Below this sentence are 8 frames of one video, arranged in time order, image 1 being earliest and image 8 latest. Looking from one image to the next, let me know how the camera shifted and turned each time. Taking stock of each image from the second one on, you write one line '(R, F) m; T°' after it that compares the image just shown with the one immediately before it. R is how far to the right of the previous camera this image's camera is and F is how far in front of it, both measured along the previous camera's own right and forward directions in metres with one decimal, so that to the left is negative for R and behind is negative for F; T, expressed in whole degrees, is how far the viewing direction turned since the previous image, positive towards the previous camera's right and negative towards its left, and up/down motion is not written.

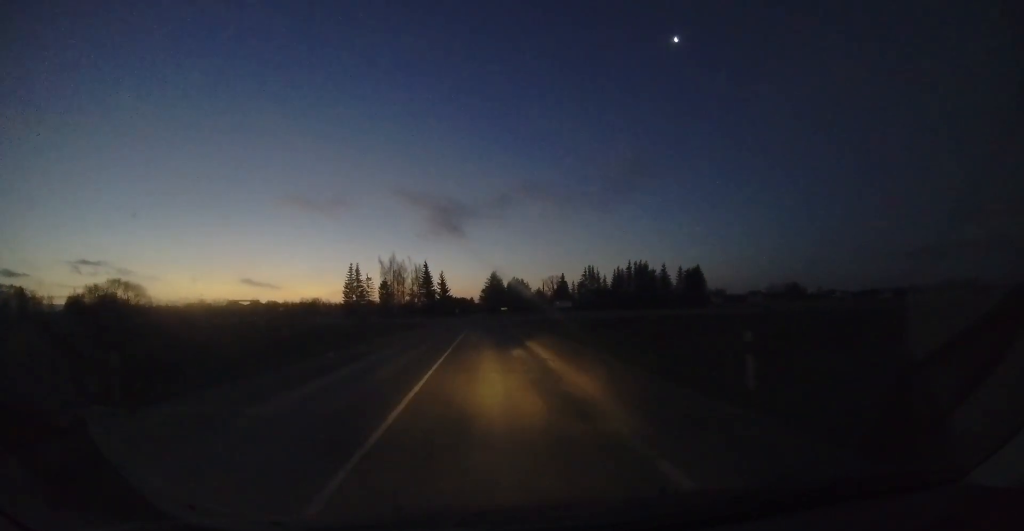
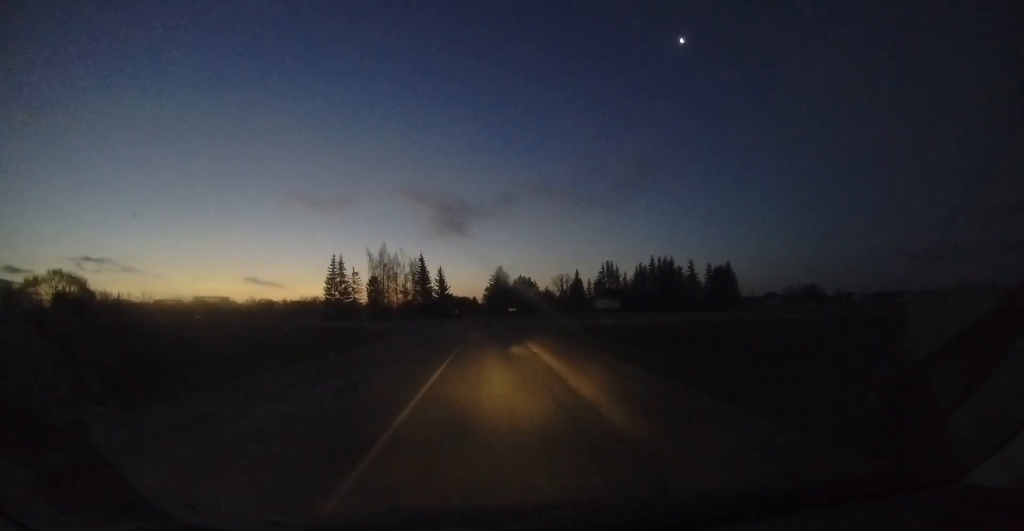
(-0.1, +12.7) m; -2°
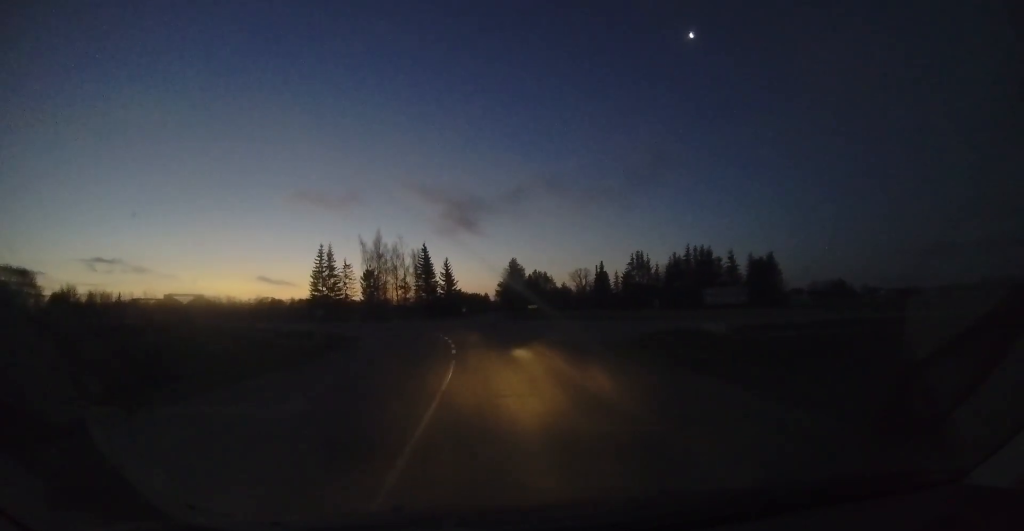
(-0.1, +11.6) m; -4°
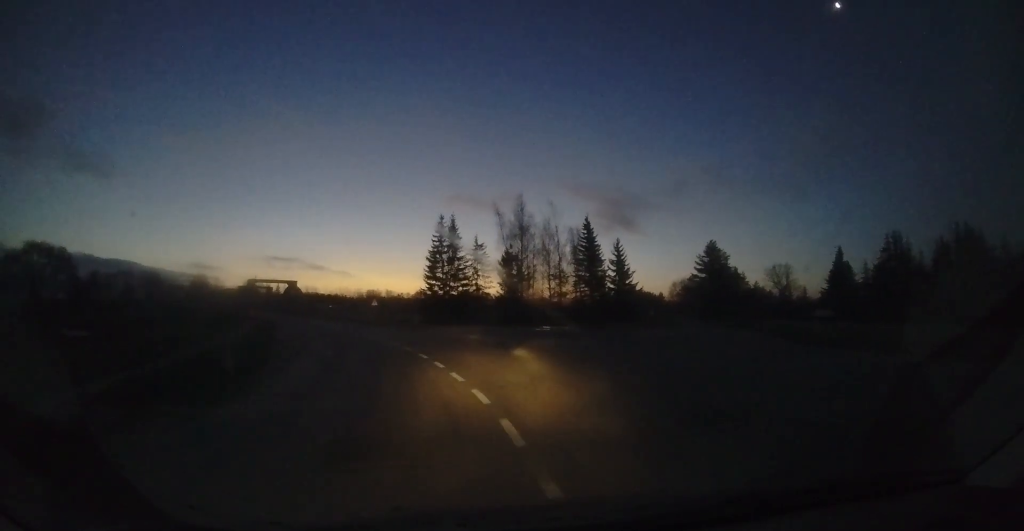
(-4.4, +23.6) m; -28°
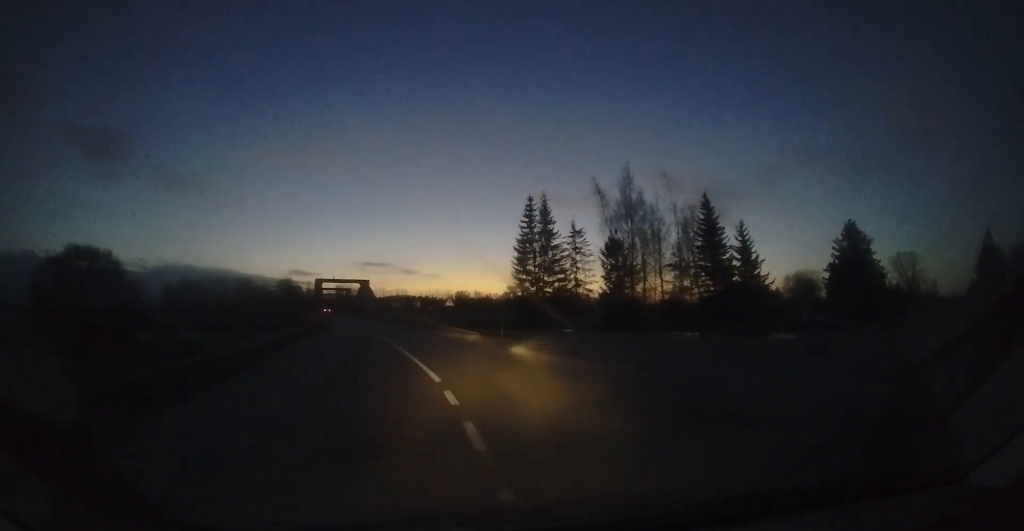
(-1.4, +9.0) m; -16°
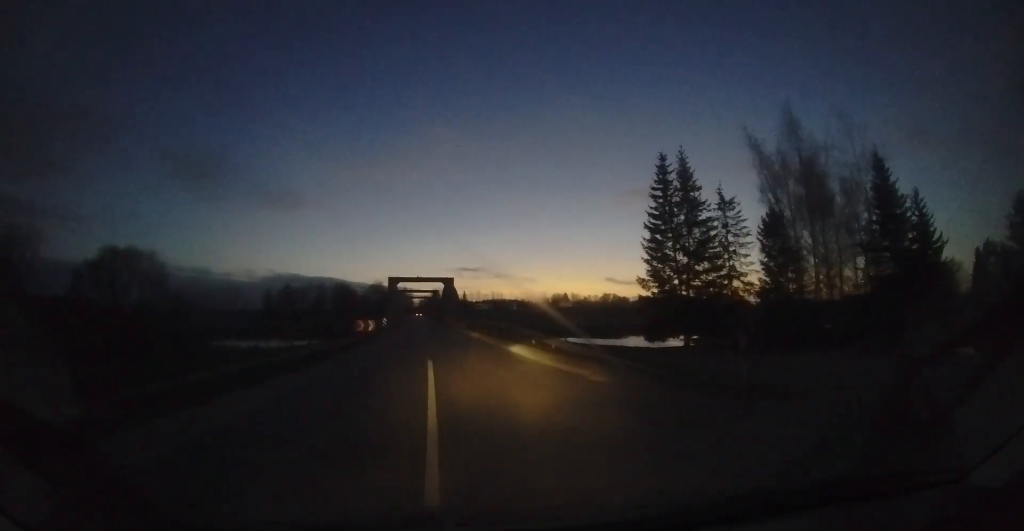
(-1.3, +10.6) m; -14°
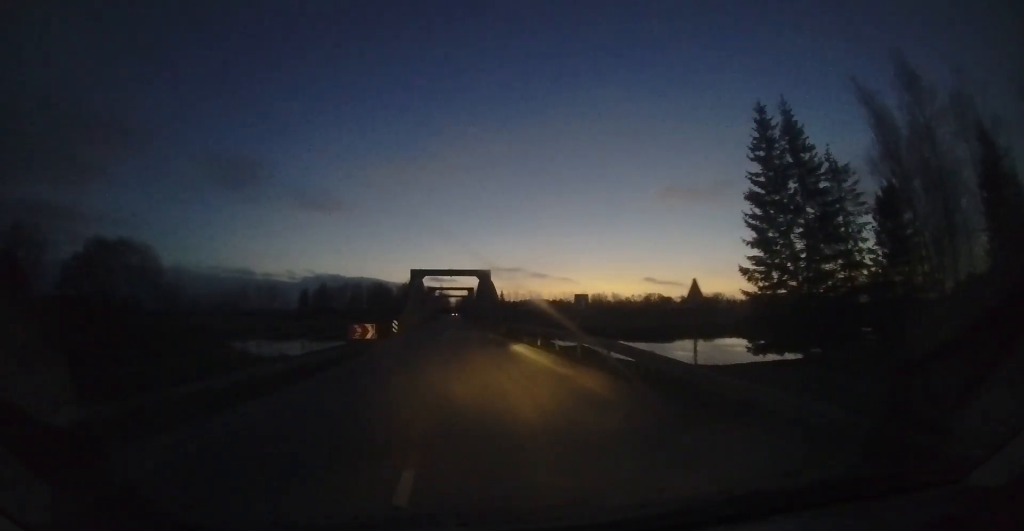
(-0.4, +7.7) m; -9°
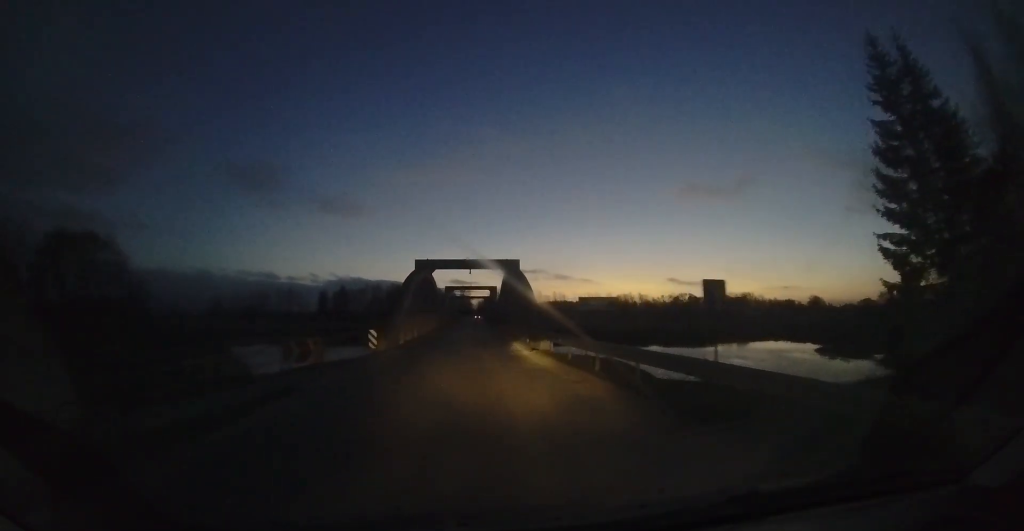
(-0.9, +7.9) m; -3°
